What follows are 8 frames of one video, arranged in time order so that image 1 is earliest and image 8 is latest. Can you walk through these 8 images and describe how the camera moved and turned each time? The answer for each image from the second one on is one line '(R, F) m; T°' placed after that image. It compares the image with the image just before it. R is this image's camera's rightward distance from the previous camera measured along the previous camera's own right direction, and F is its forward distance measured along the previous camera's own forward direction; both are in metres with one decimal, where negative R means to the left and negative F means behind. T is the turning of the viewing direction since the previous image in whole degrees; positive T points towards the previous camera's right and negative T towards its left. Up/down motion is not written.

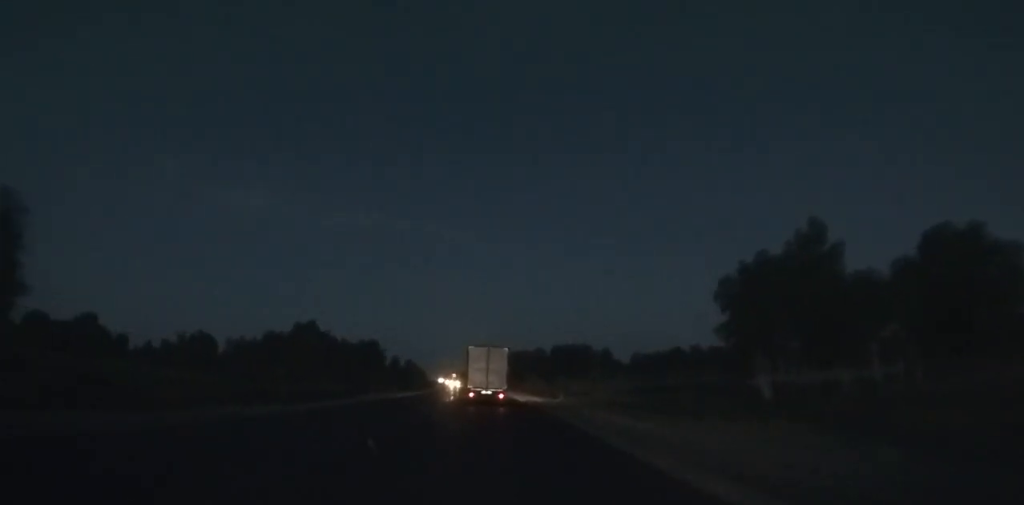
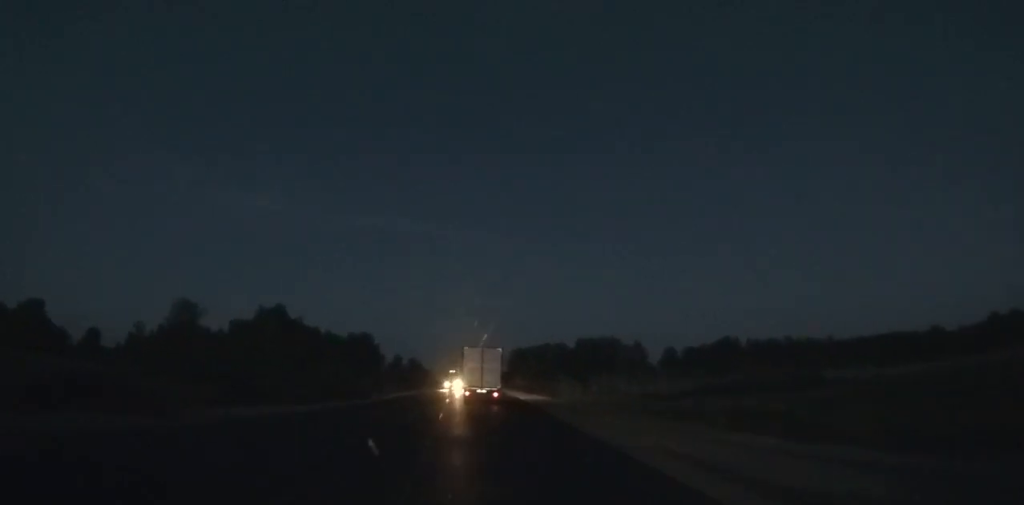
(-0.2, +40.8) m; -1°
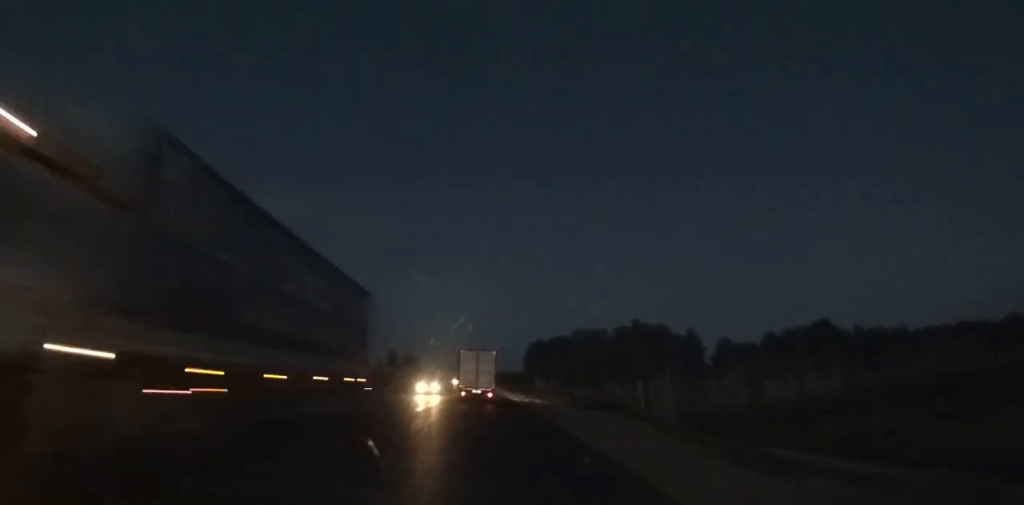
(-0.8, +59.2) m; -2°
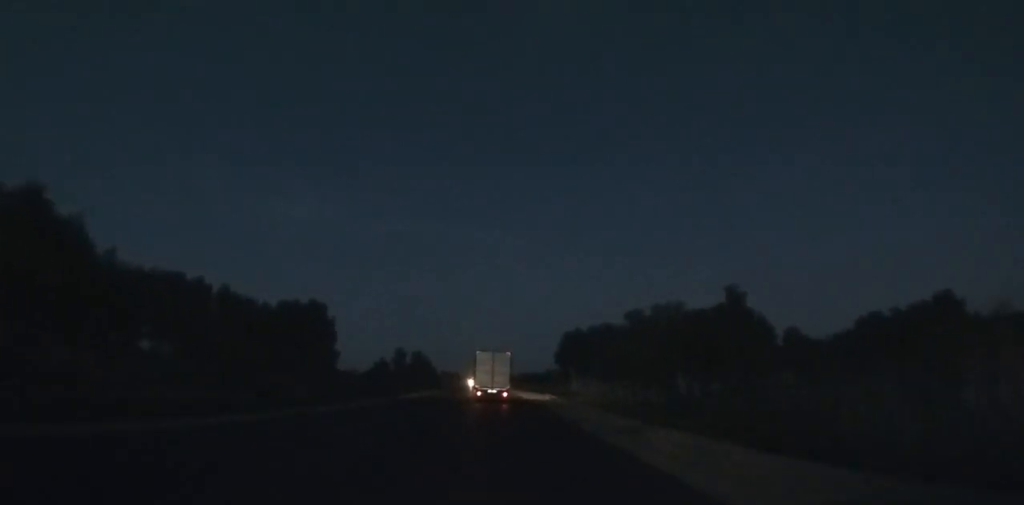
(-0.2, +38.8) m; -1°
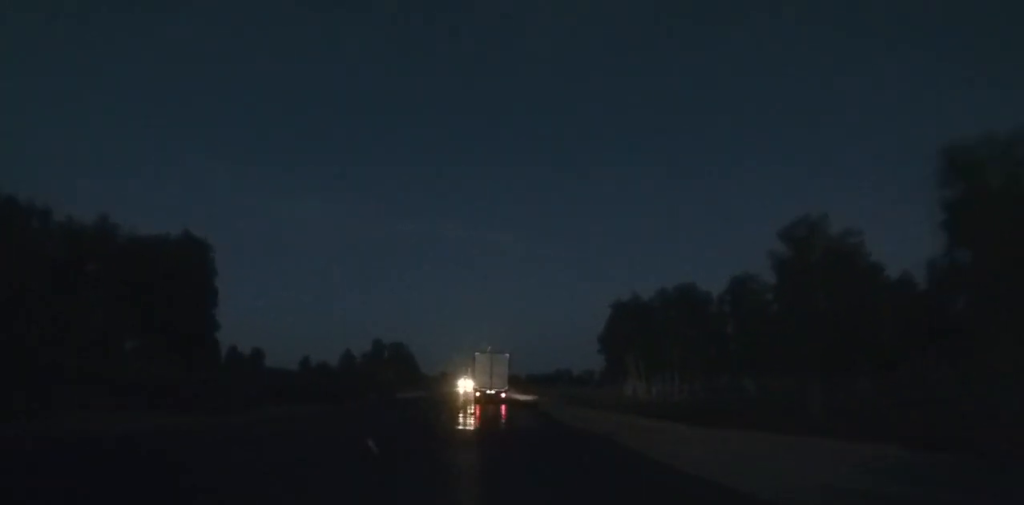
(-1.2, +60.8) m; -2°
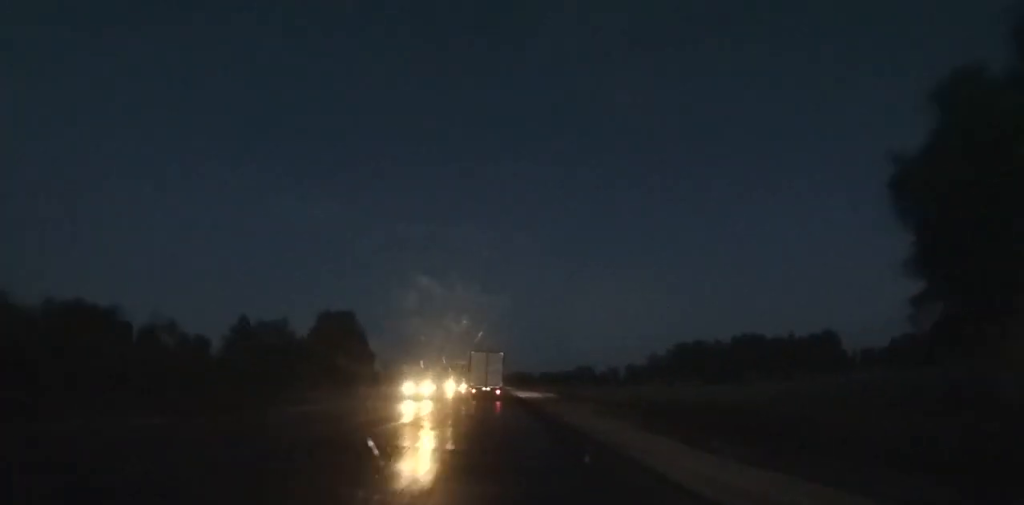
(-1.0, +76.8) m; -1°
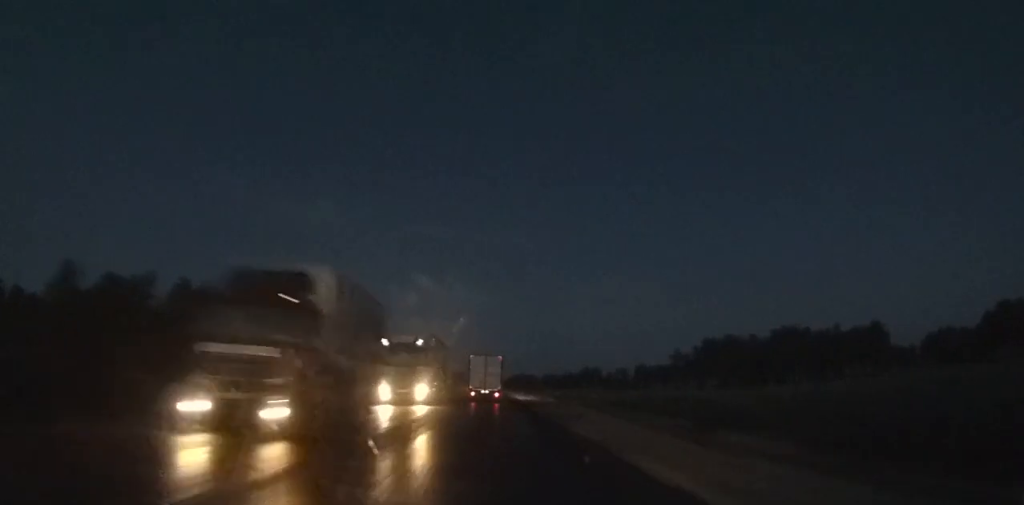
(-0.1, +36.4) m; 0°
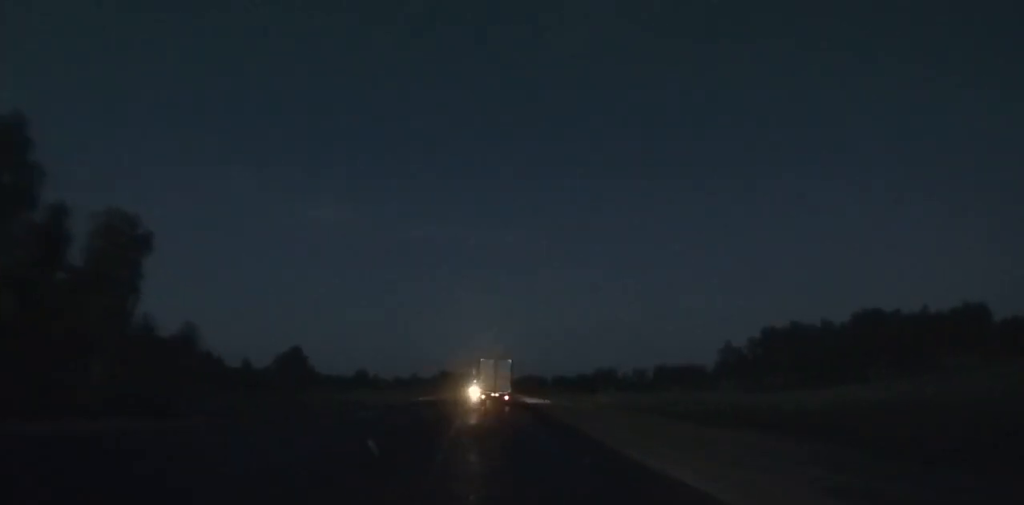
(+0.1, +47.4) m; 0°
